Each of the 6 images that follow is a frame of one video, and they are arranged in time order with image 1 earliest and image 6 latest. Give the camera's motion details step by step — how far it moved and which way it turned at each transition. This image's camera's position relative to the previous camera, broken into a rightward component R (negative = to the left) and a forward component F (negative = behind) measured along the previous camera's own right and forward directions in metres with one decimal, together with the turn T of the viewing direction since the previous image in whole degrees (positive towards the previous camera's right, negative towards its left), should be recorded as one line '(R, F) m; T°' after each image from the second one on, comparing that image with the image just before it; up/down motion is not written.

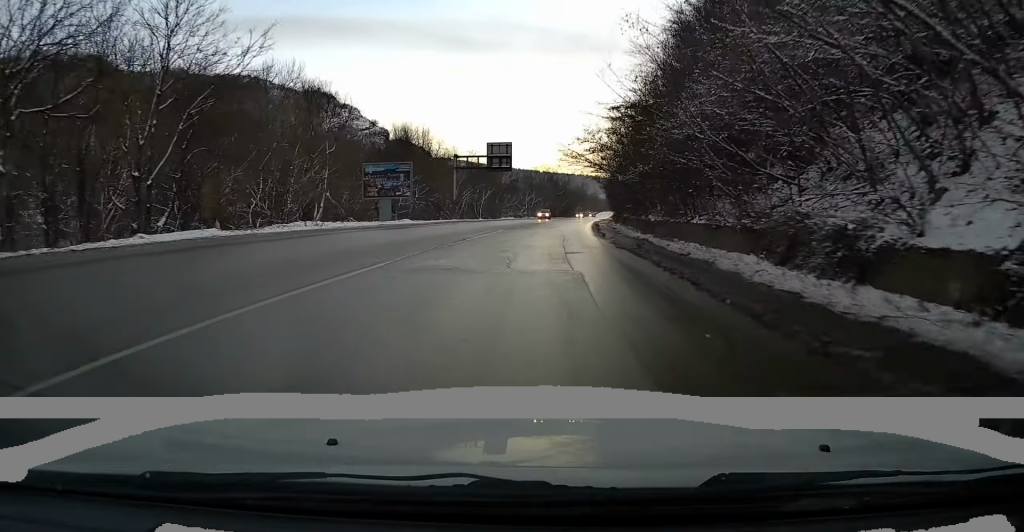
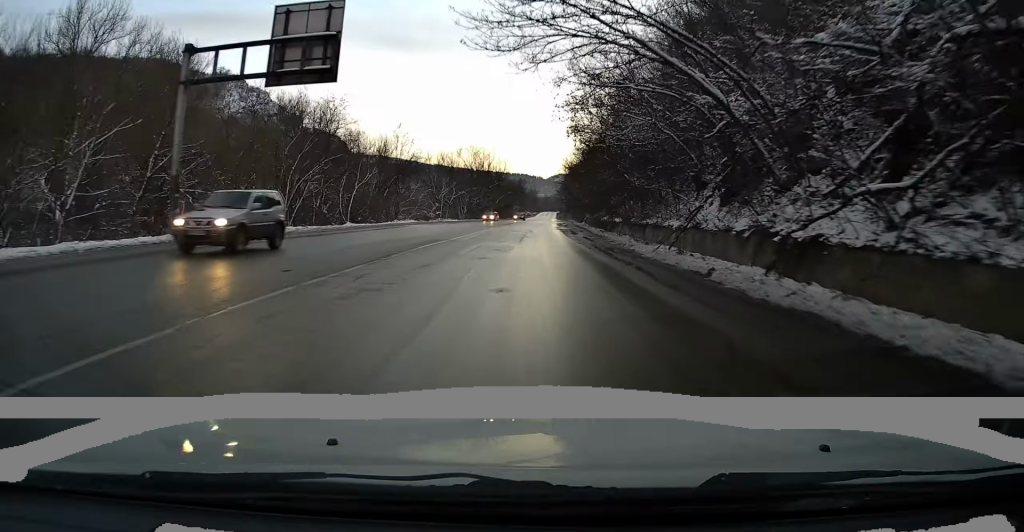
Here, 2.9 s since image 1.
(+2.1, +45.5) m; +5°
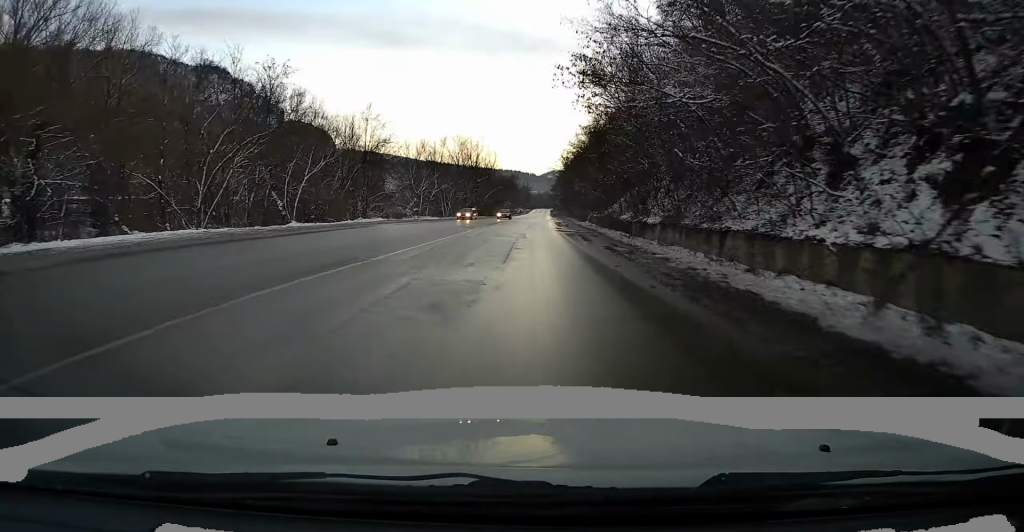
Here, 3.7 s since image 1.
(+0.2, +12.1) m; +1°
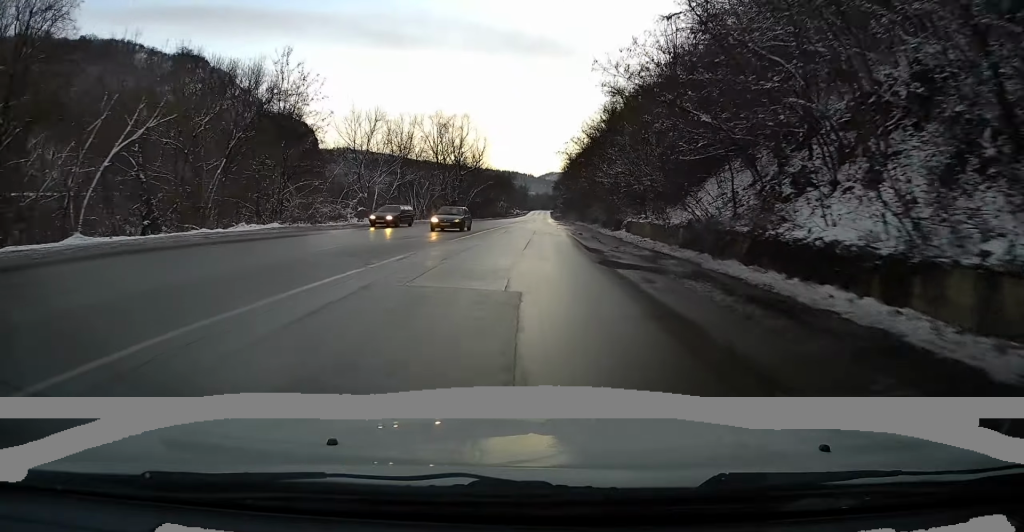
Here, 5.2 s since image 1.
(+0.2, +23.6) m; 0°
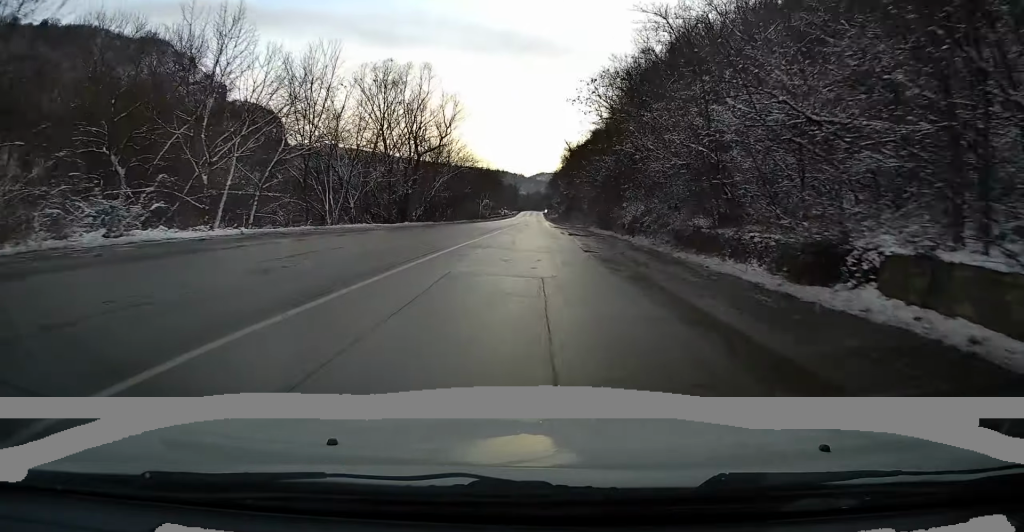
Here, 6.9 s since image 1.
(+0.2, +28.4) m; +1°
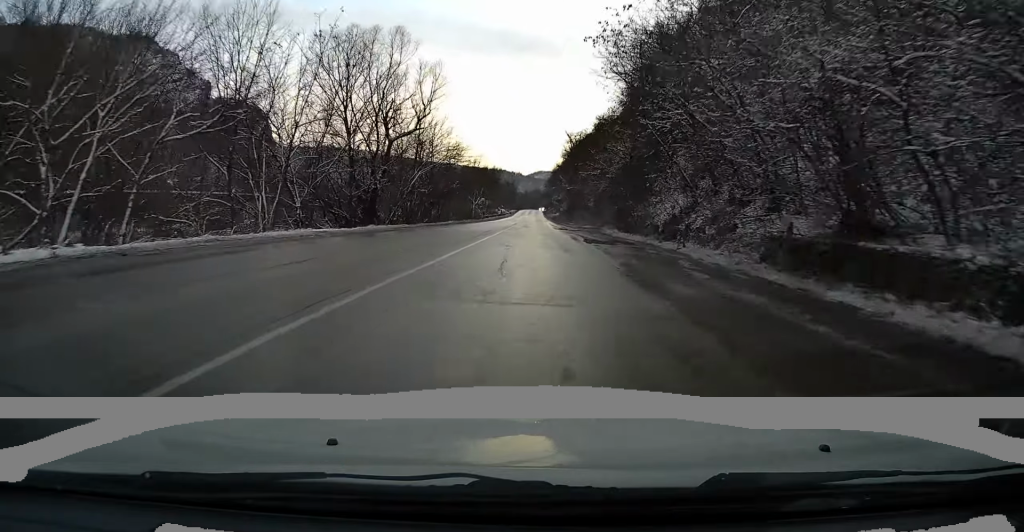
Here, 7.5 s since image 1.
(+0.1, +11.2) m; +1°
